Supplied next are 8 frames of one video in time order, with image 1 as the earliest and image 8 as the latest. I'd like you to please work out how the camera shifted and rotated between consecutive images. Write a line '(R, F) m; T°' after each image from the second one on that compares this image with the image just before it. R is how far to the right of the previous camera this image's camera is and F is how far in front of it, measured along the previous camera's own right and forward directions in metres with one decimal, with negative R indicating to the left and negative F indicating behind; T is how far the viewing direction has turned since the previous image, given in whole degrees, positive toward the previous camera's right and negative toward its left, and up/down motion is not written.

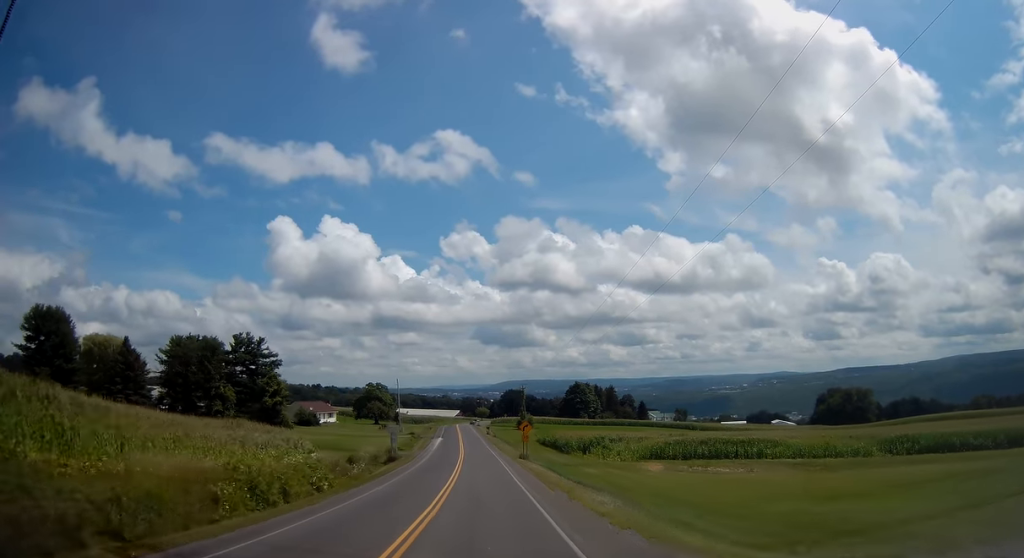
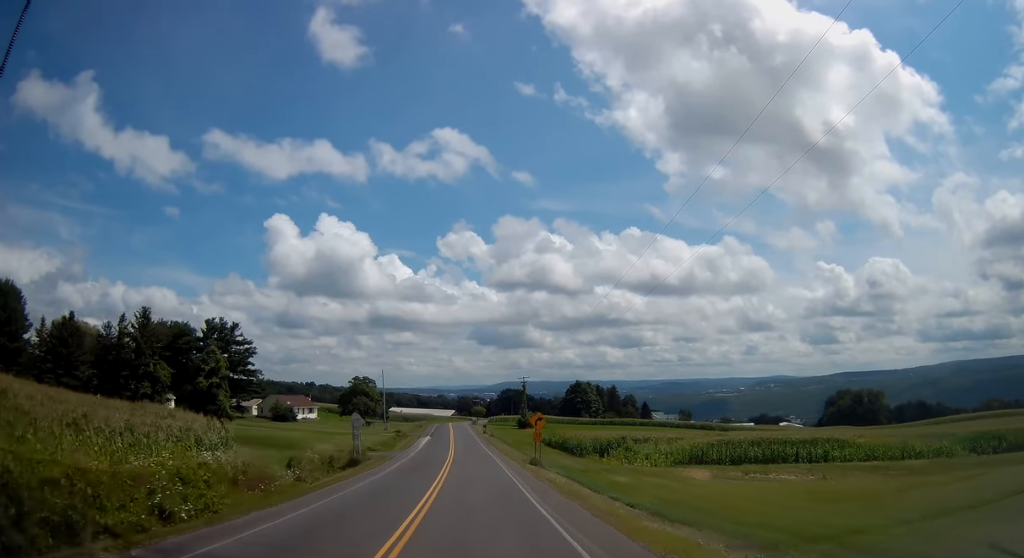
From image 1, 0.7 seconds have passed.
(-0.2, +14.8) m; -1°
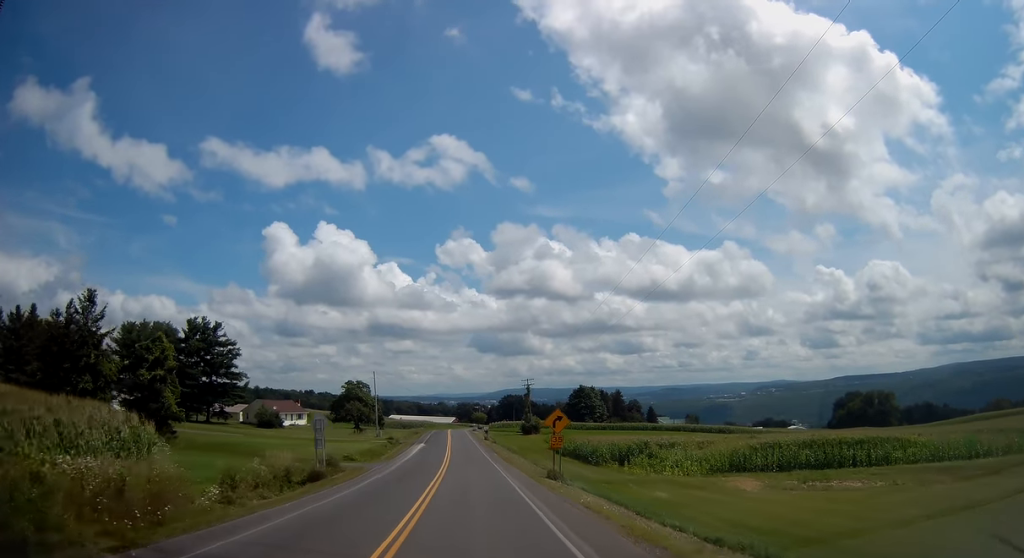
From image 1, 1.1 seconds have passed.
(-0.1, +9.2) m; 0°
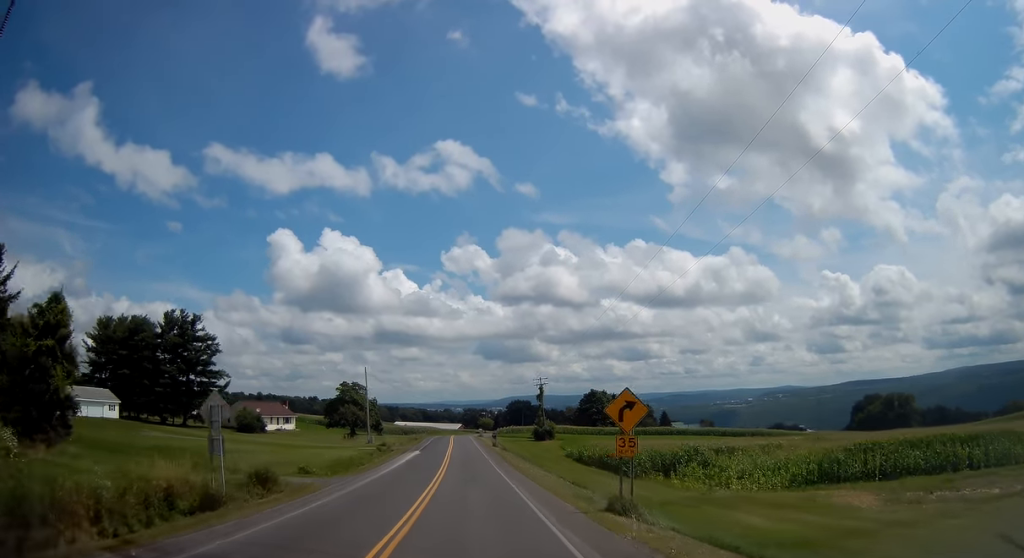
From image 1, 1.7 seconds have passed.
(0.0, +12.8) m; -1°
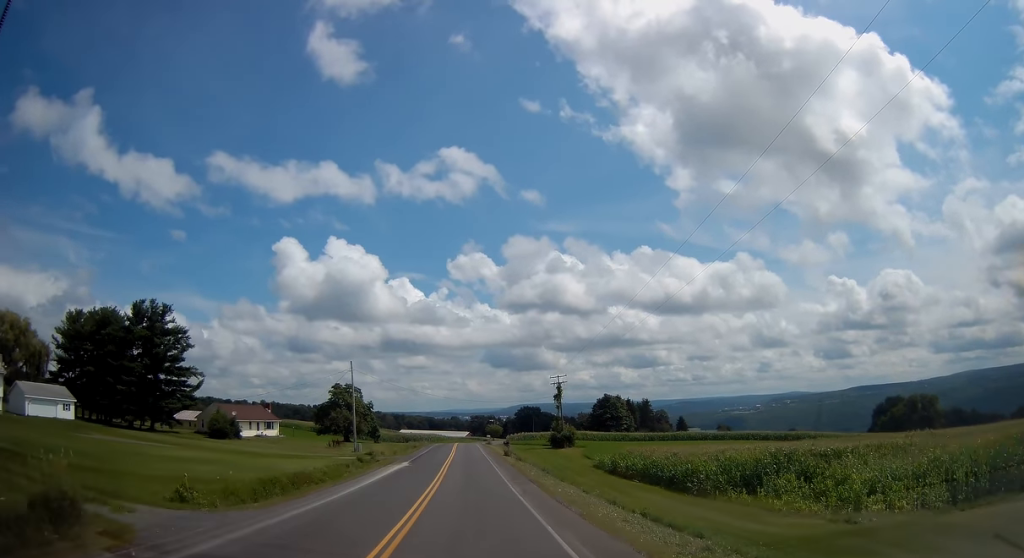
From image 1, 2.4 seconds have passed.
(0.0, +14.2) m; -1°
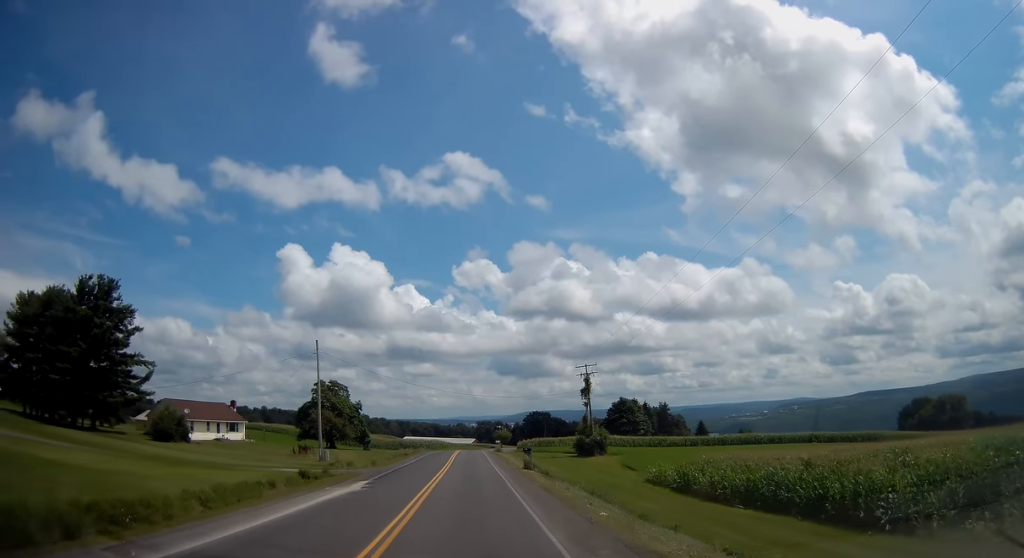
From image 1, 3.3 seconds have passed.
(-0.5, +18.4) m; 0°
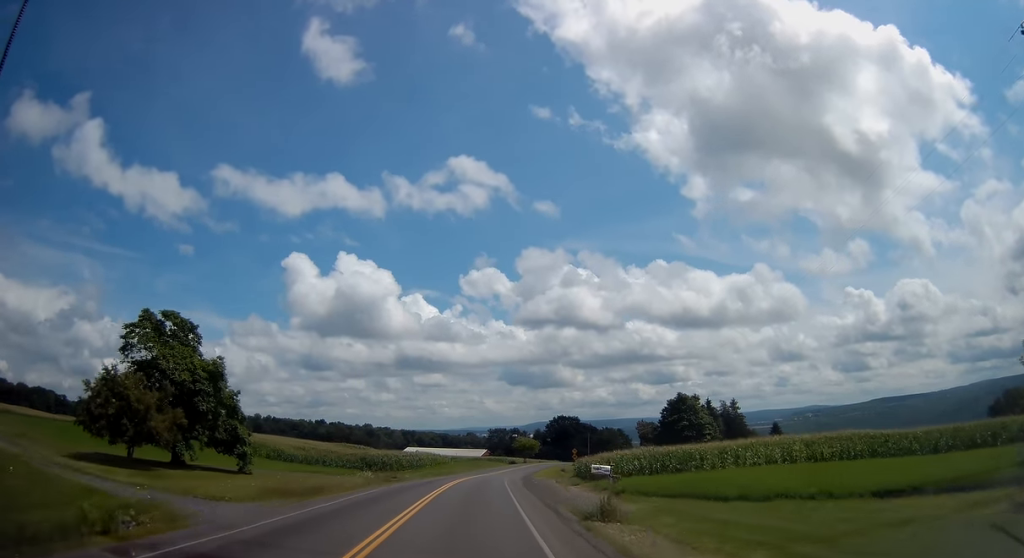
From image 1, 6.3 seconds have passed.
(0.0, +63.3) m; 0°
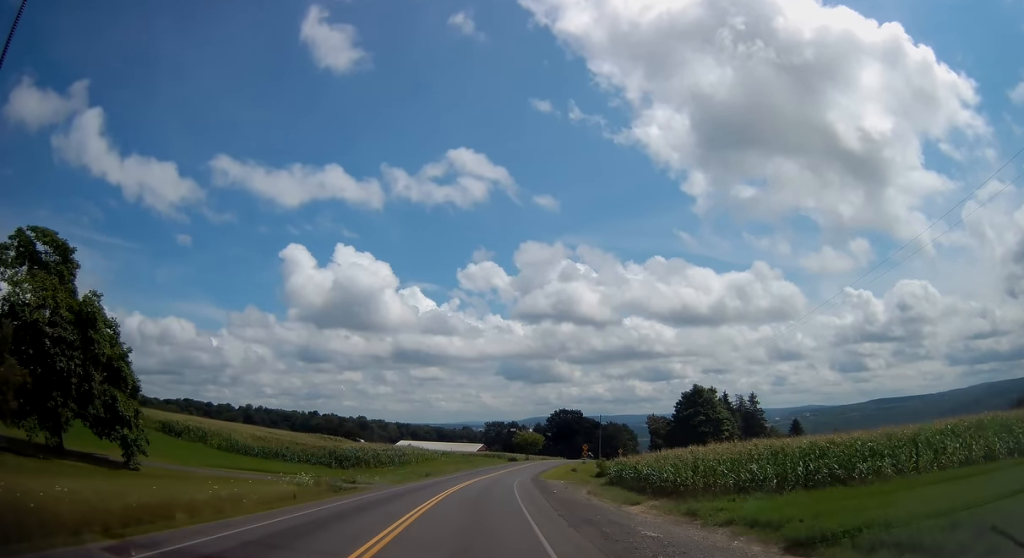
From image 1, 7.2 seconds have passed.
(0.0, +17.4) m; 0°
